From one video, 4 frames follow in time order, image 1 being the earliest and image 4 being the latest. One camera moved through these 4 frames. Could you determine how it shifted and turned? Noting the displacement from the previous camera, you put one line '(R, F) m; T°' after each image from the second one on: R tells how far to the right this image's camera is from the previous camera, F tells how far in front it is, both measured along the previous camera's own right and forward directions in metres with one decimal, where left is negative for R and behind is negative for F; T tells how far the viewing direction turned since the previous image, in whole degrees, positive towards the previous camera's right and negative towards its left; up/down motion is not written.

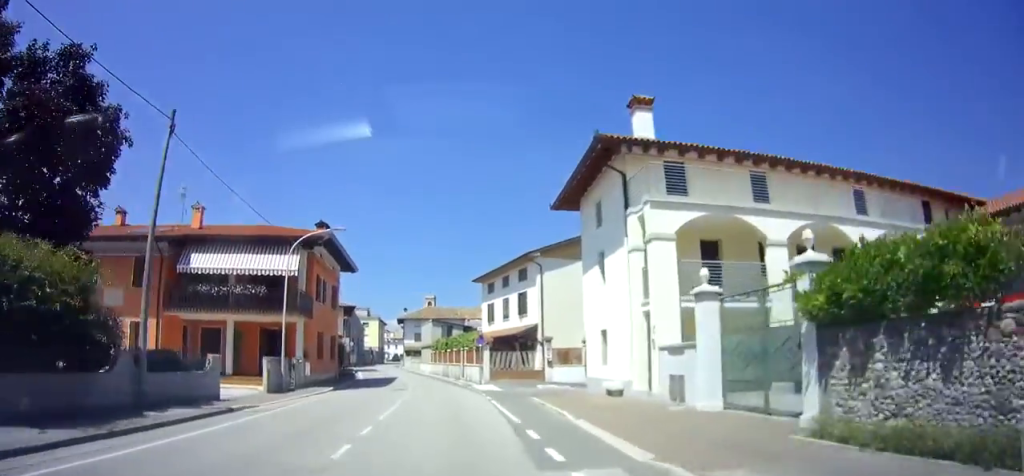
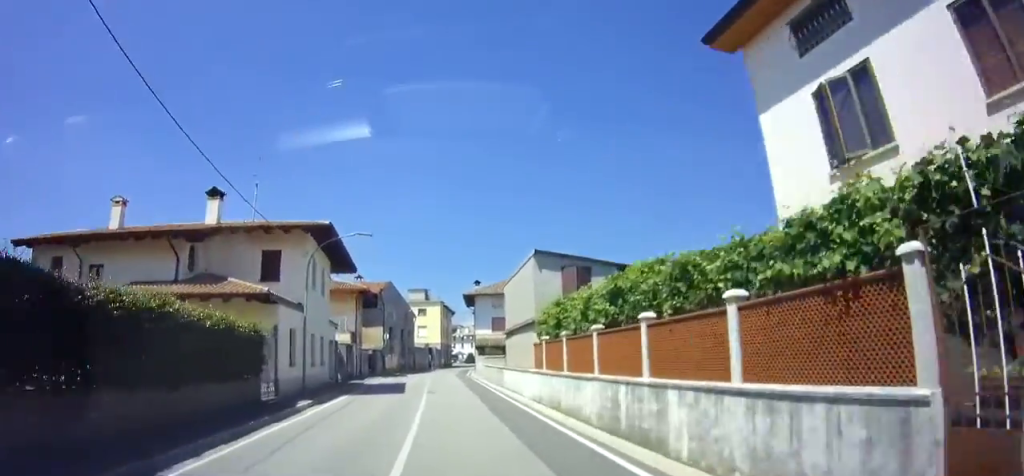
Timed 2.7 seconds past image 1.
(-2.7, +32.3) m; -8°
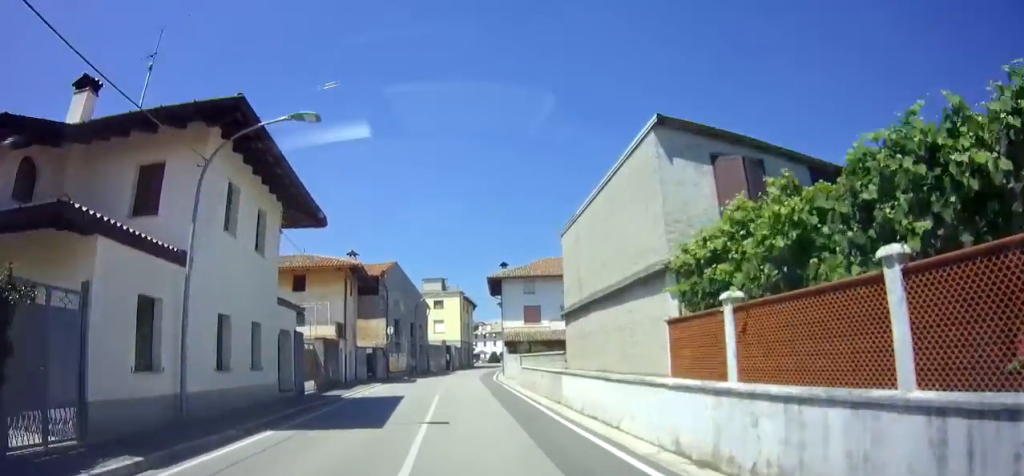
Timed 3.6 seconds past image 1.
(+0.1, +10.1) m; 0°
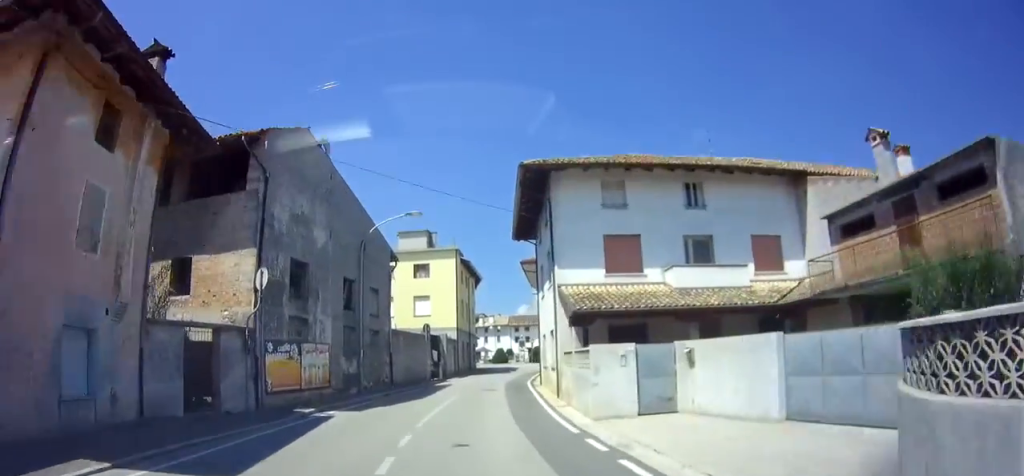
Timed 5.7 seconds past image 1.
(+0.2, +24.3) m; +2°
